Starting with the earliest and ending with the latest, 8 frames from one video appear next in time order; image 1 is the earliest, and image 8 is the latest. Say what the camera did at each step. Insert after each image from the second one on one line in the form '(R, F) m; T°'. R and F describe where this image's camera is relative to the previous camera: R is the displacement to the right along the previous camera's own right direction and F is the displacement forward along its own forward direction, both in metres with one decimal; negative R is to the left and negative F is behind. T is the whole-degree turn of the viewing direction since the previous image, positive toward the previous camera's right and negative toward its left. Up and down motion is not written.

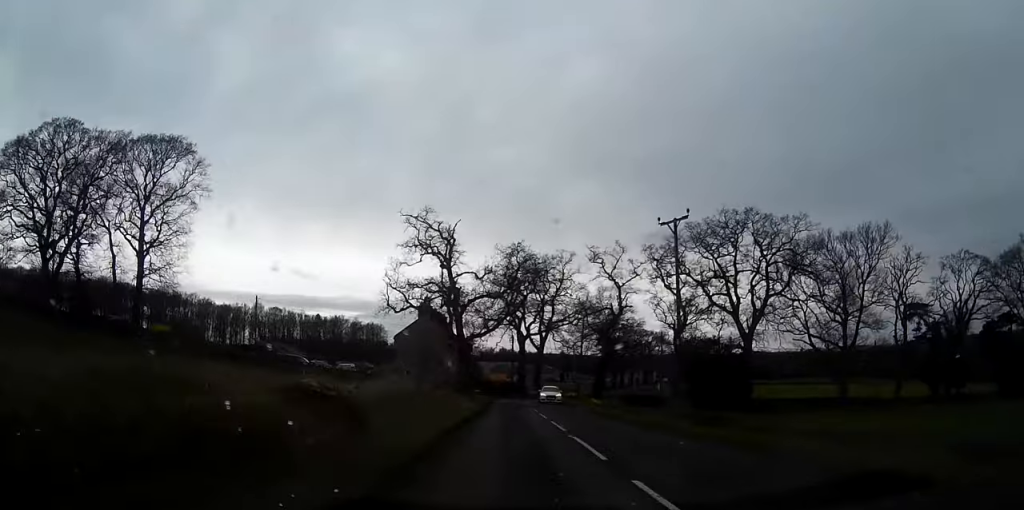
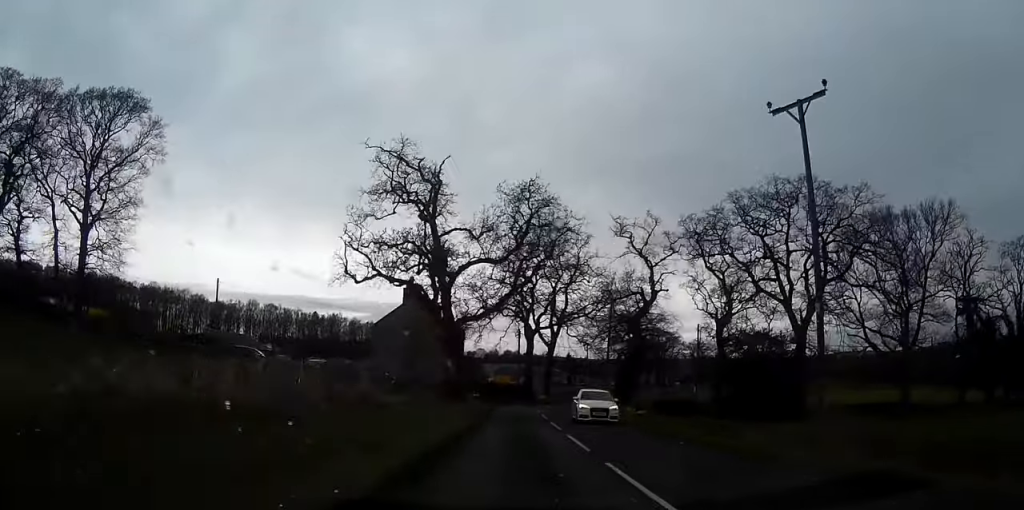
(0.0, +14.3) m; 0°
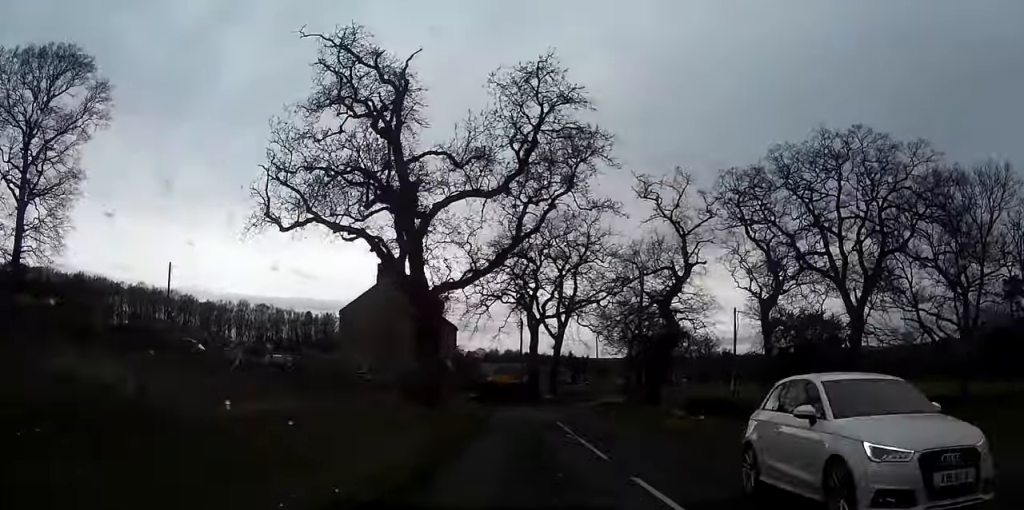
(-0.1, +11.6) m; 0°
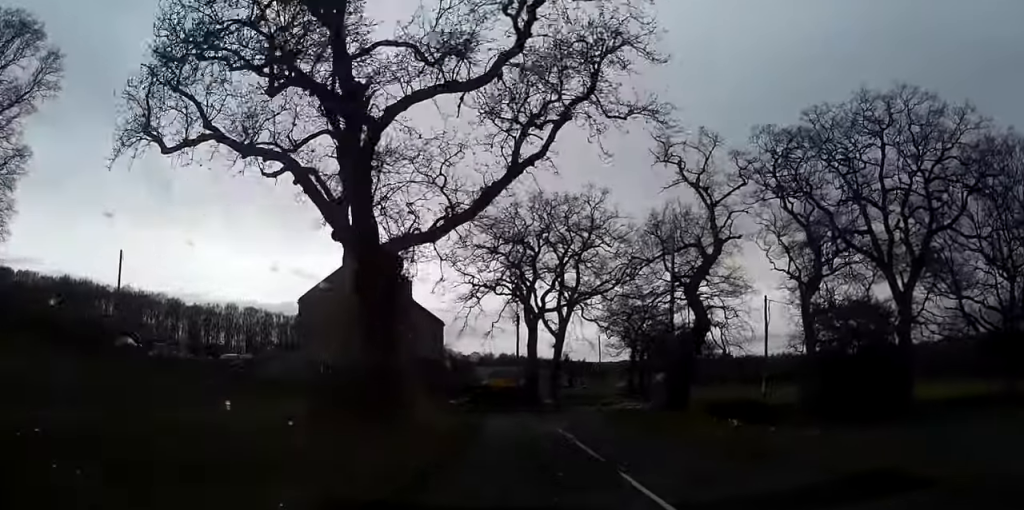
(0.0, +8.4) m; +1°
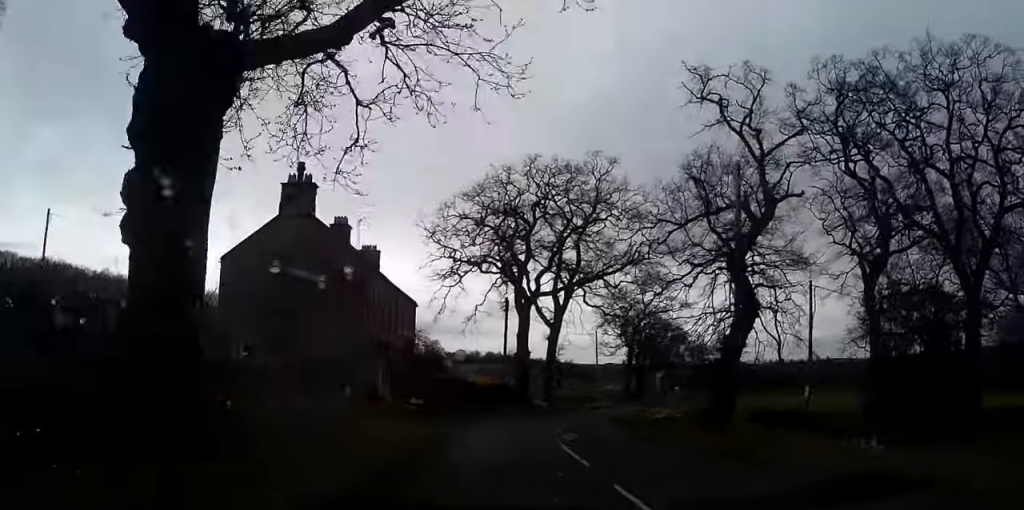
(0.0, +9.8) m; +1°
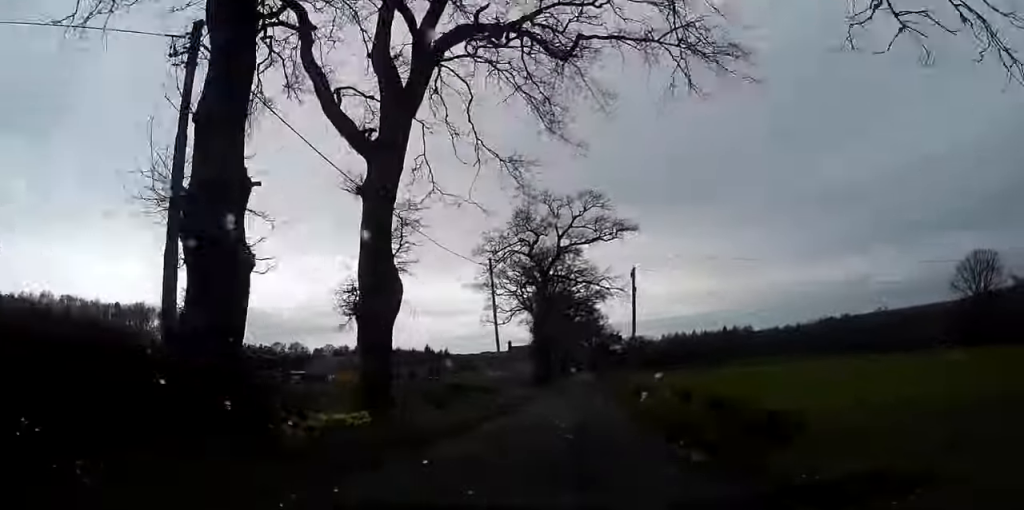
(+2.6, +40.3) m; +8°
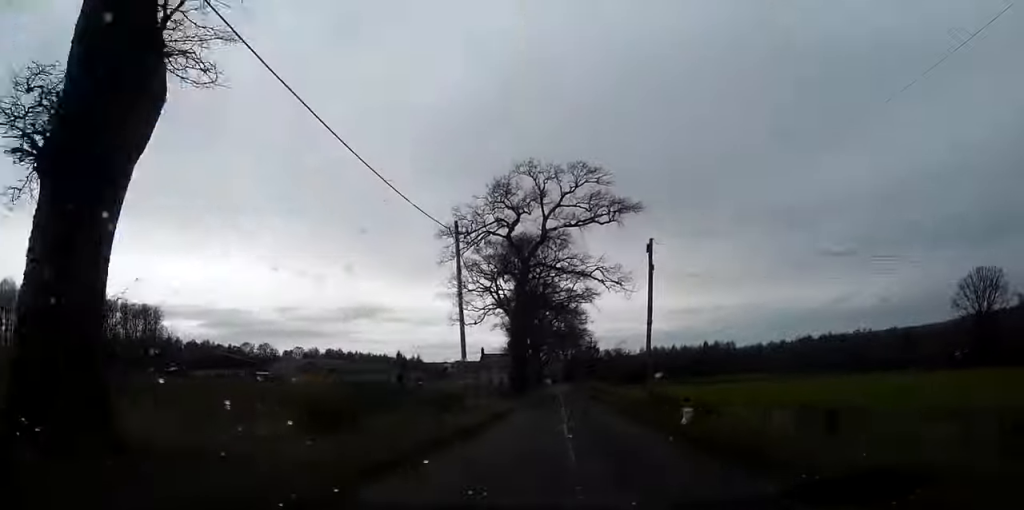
(+0.3, +11.7) m; +2°
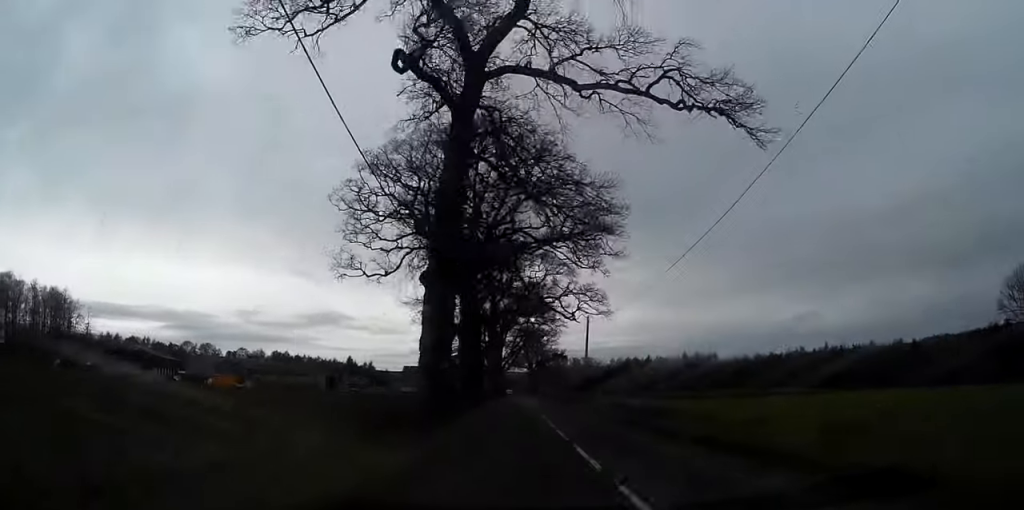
(+1.7, +36.1) m; +4°
